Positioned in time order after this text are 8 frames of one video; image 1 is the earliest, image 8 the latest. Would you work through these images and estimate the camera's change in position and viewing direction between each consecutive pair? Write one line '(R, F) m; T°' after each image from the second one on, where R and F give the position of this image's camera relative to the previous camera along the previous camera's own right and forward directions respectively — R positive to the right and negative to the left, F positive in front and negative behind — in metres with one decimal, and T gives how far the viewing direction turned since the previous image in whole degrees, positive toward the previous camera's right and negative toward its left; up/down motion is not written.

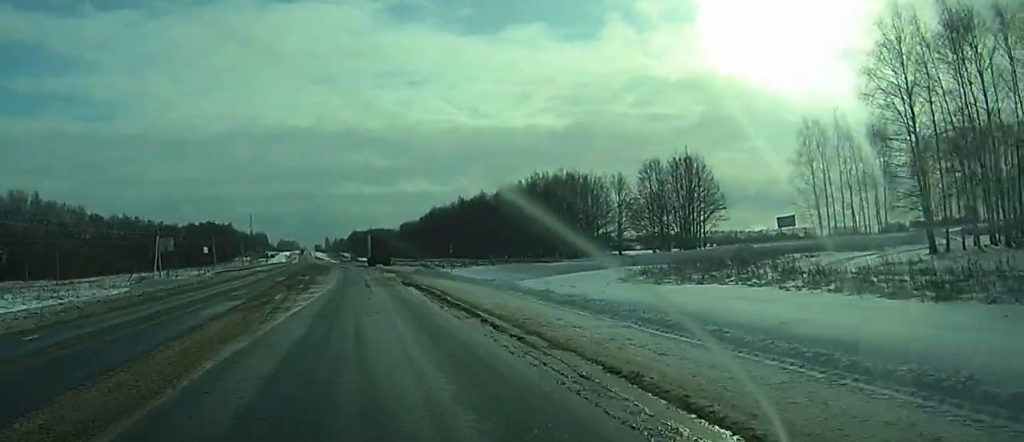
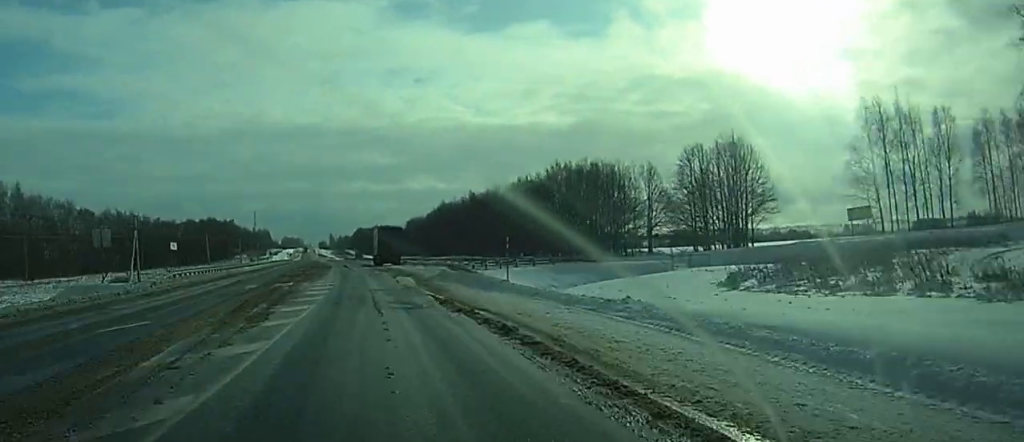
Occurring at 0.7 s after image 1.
(-0.1, +15.9) m; 0°
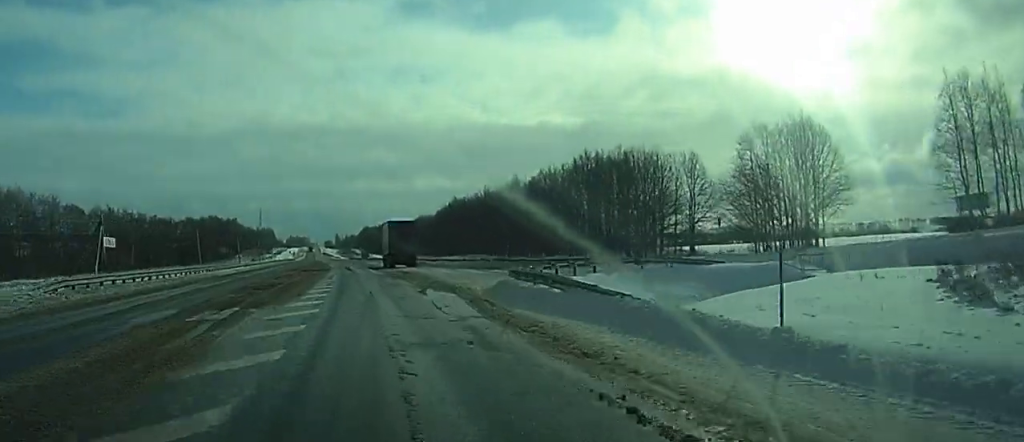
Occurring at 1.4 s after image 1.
(-0.1, +18.1) m; 0°
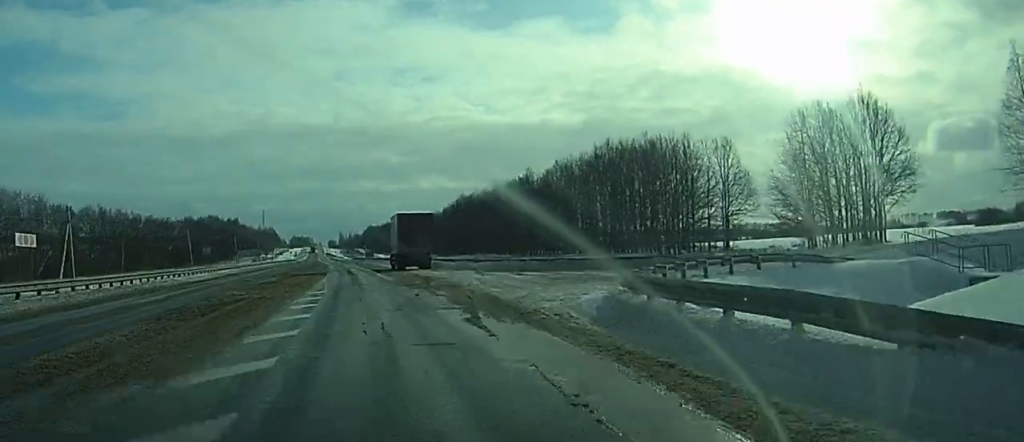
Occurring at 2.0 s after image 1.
(0.0, +12.5) m; -1°
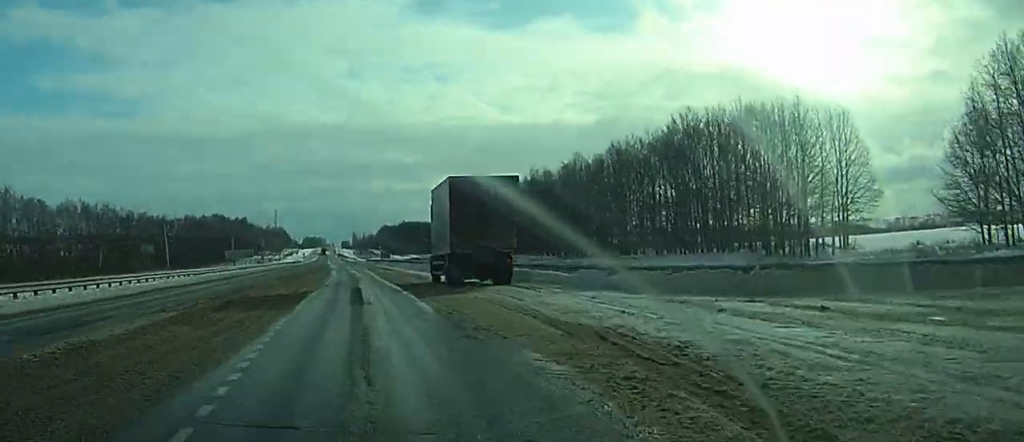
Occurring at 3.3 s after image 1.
(-0.4, +30.1) m; -1°
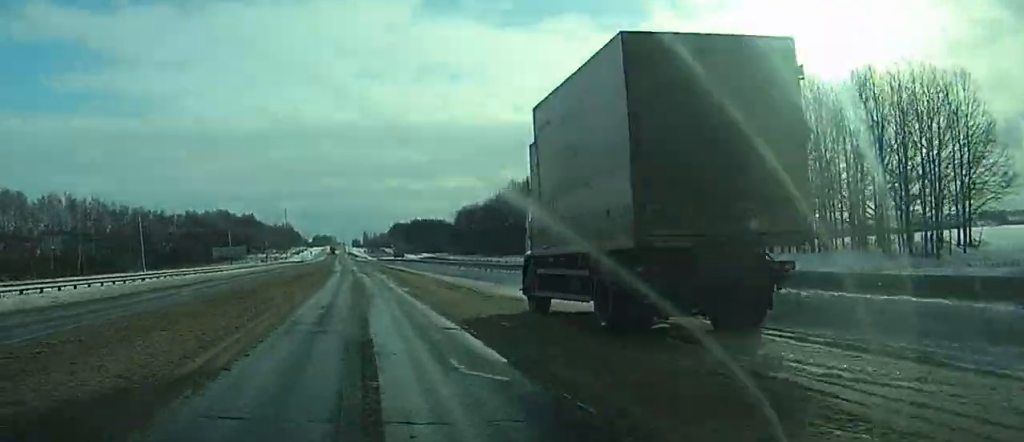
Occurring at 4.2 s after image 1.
(0.0, +20.7) m; 0°
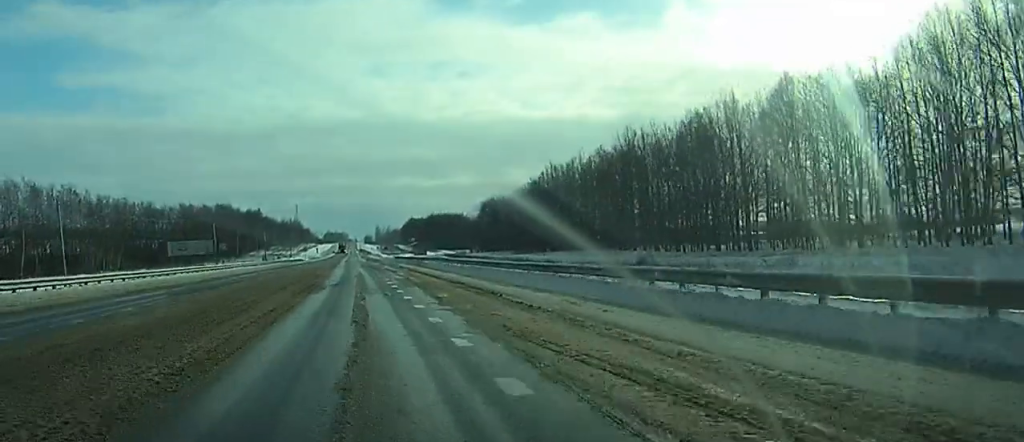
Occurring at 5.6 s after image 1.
(-0.1, +33.7) m; -1°
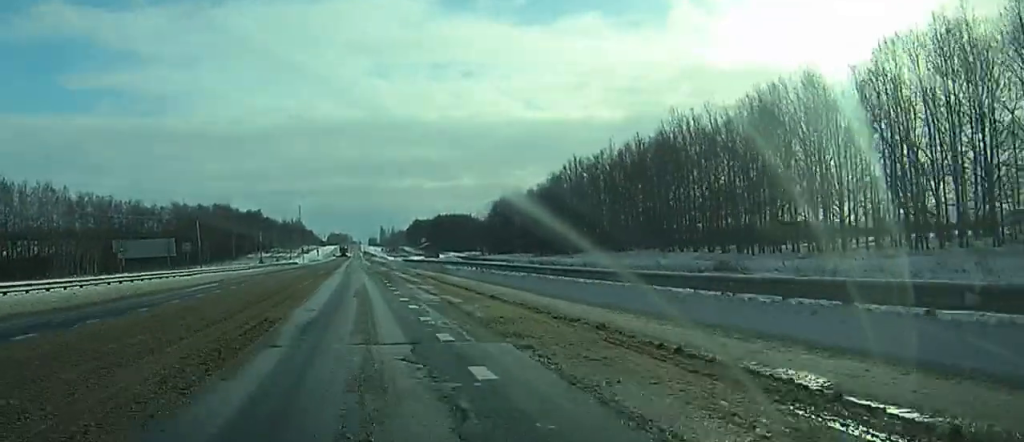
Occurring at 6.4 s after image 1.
(0.0, +18.4) m; -1°
